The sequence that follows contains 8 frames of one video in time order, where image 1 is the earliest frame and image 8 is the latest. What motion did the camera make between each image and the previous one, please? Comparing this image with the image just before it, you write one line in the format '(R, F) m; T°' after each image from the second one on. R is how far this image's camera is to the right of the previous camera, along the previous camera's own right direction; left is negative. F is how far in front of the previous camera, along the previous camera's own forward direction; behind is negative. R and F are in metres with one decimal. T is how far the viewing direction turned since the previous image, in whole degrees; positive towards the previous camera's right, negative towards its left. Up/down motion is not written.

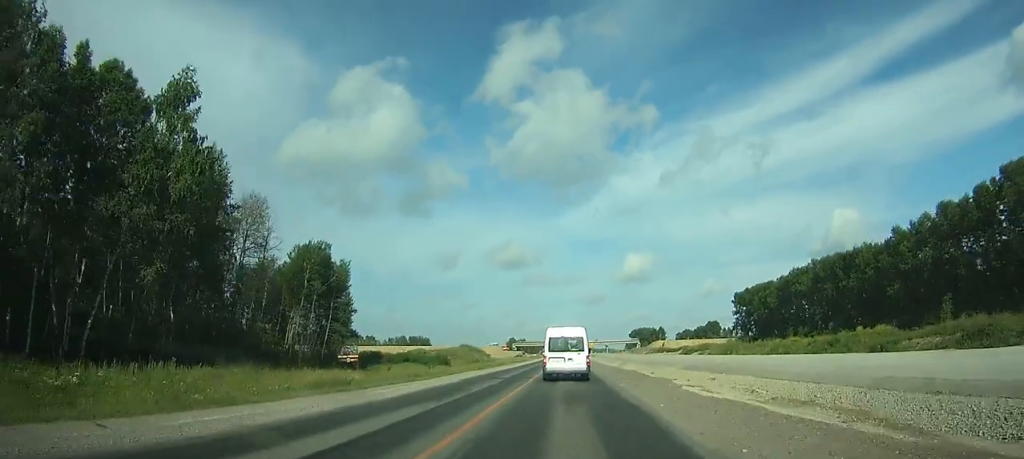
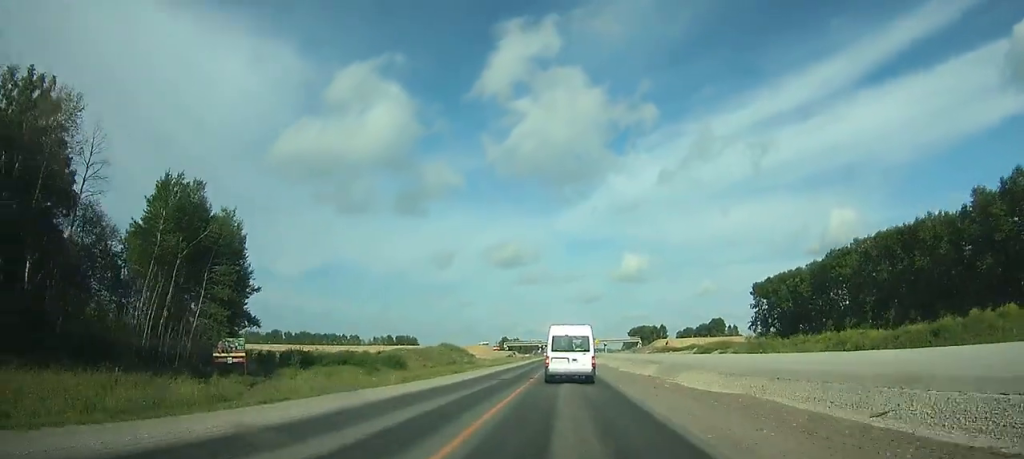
(+0.2, +27.2) m; +1°
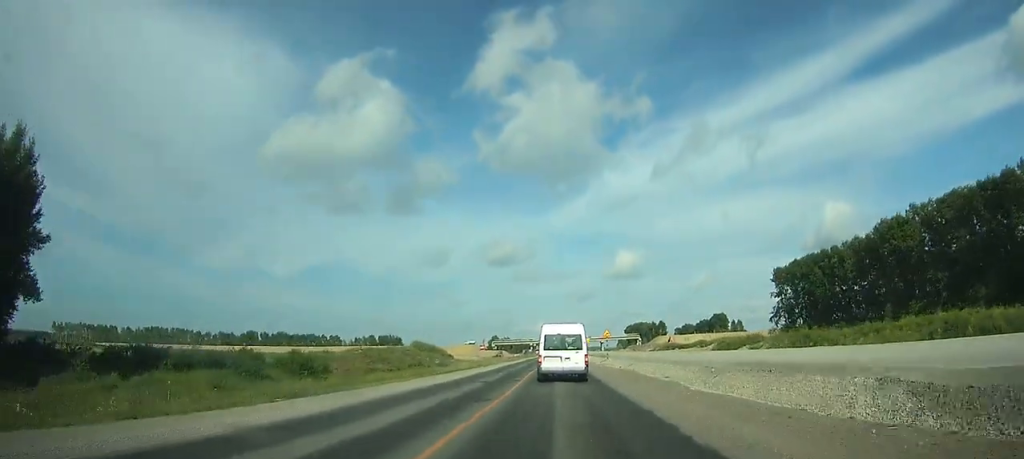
(+0.1, +27.5) m; 0°
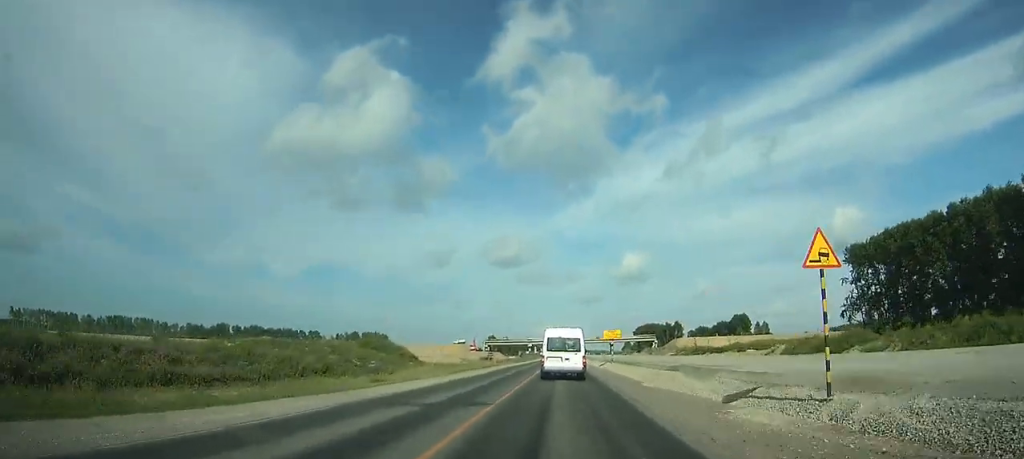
(0.0, +46.6) m; 0°
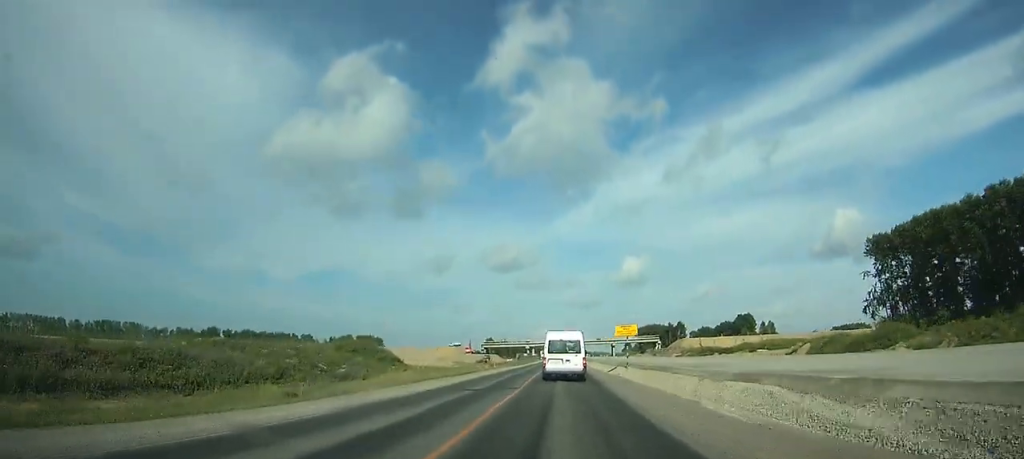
(0.0, +11.9) m; 0°
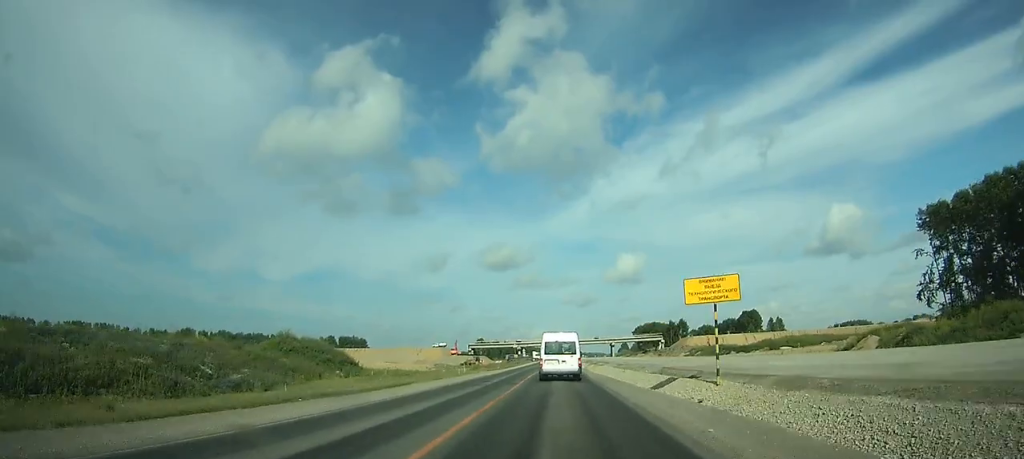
(0.0, +23.9) m; 0°
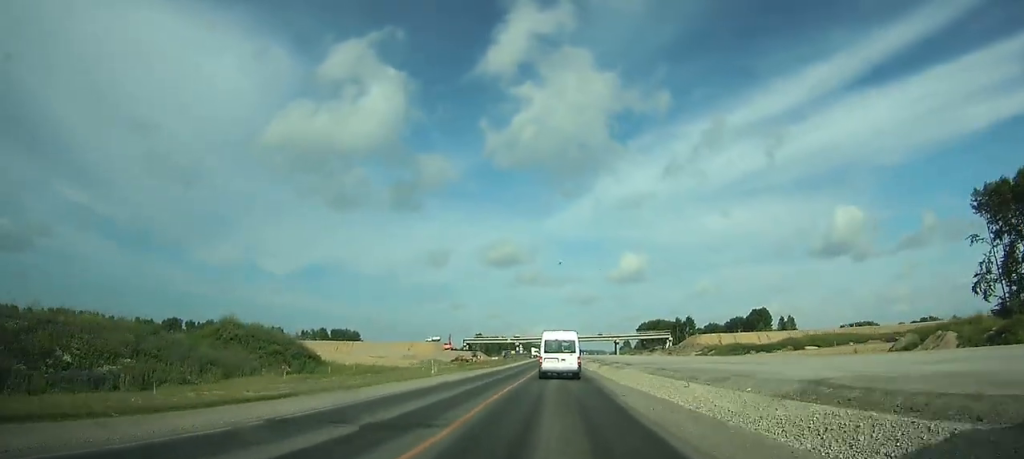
(0.0, +15.6) m; 0°
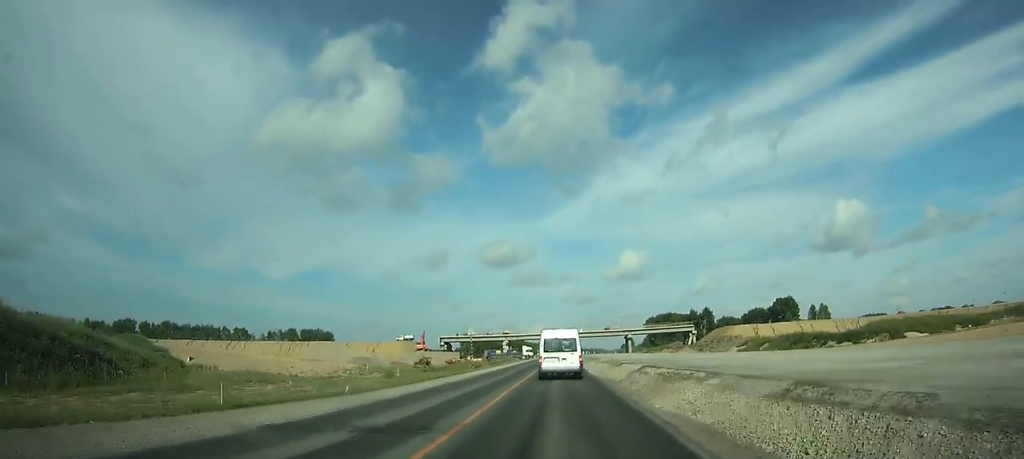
(0.0, +42.1) m; 0°
